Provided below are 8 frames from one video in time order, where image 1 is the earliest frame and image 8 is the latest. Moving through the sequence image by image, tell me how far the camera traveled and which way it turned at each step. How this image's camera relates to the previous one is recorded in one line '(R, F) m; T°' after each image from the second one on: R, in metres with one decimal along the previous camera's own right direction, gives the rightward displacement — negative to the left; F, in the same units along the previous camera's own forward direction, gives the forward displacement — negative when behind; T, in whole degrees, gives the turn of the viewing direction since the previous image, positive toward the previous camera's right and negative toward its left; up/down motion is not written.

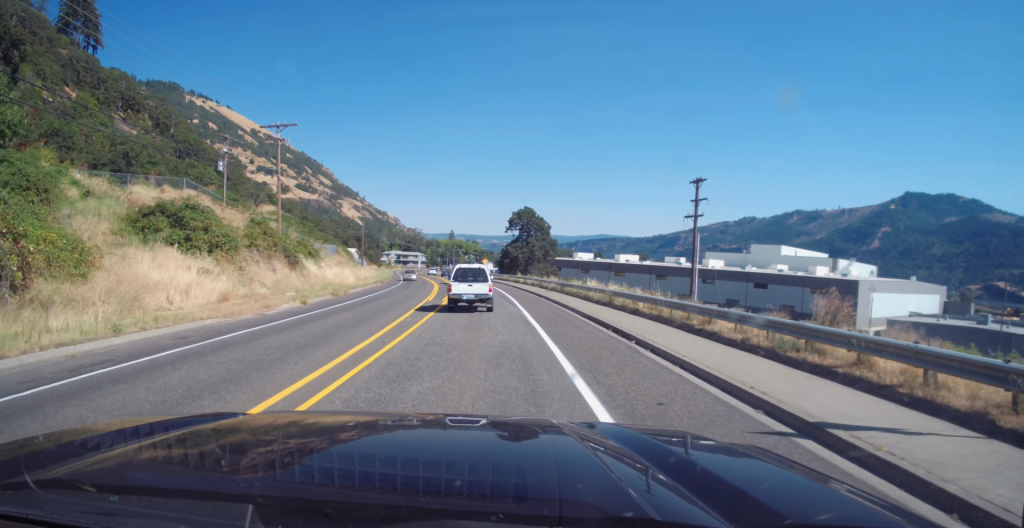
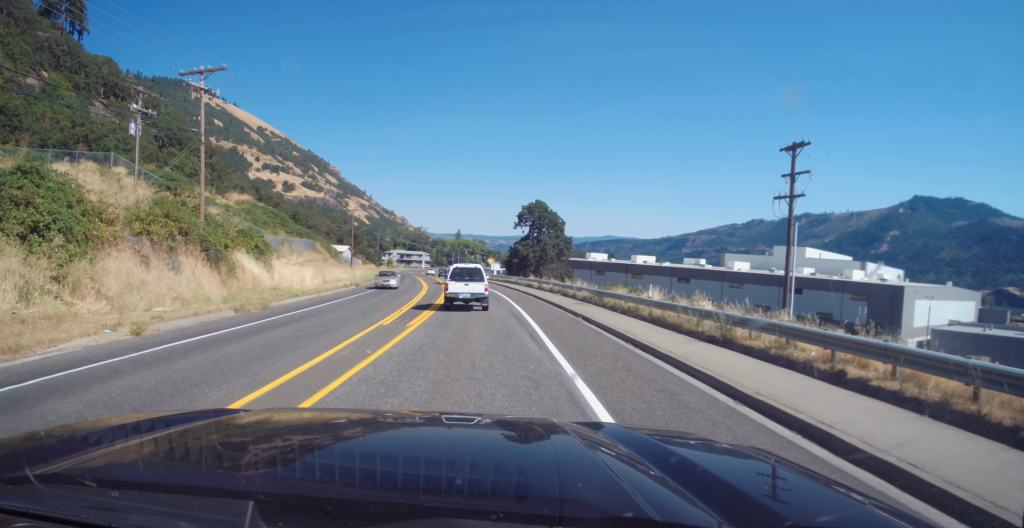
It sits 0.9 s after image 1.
(0.0, +14.4) m; -1°
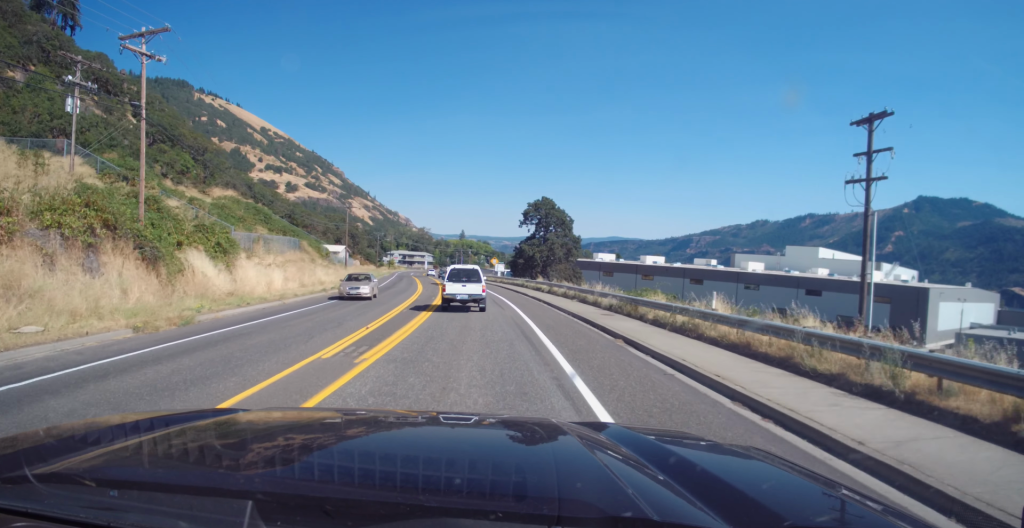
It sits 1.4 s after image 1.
(-0.1, +6.8) m; 0°
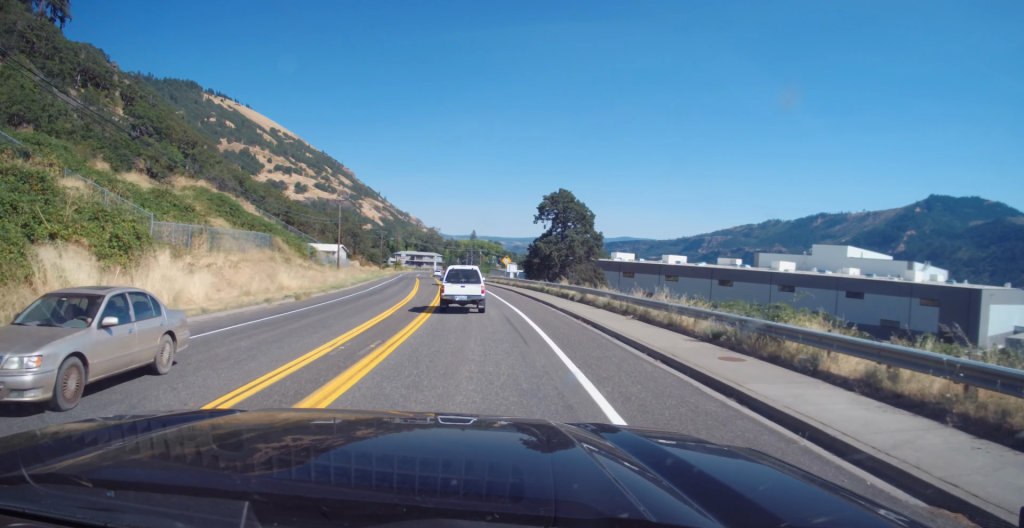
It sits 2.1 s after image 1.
(-0.1, +11.9) m; -1°
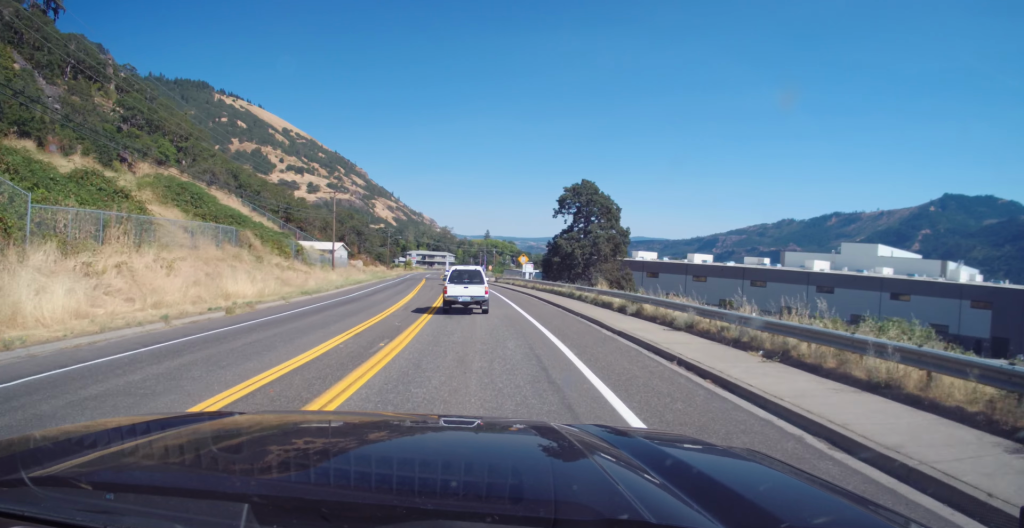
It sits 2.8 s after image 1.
(+0.1, +10.1) m; -2°
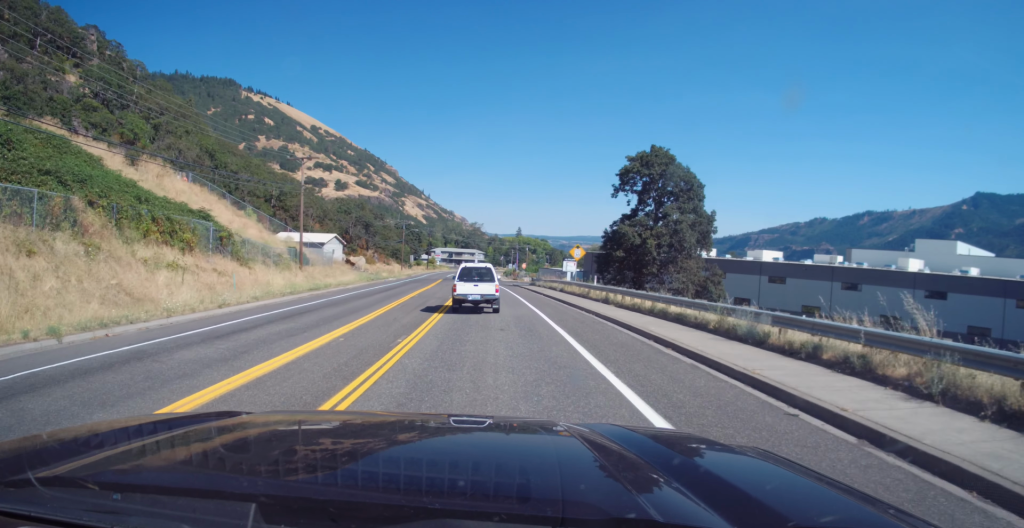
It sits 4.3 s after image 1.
(-1.0, +24.2) m; -3°
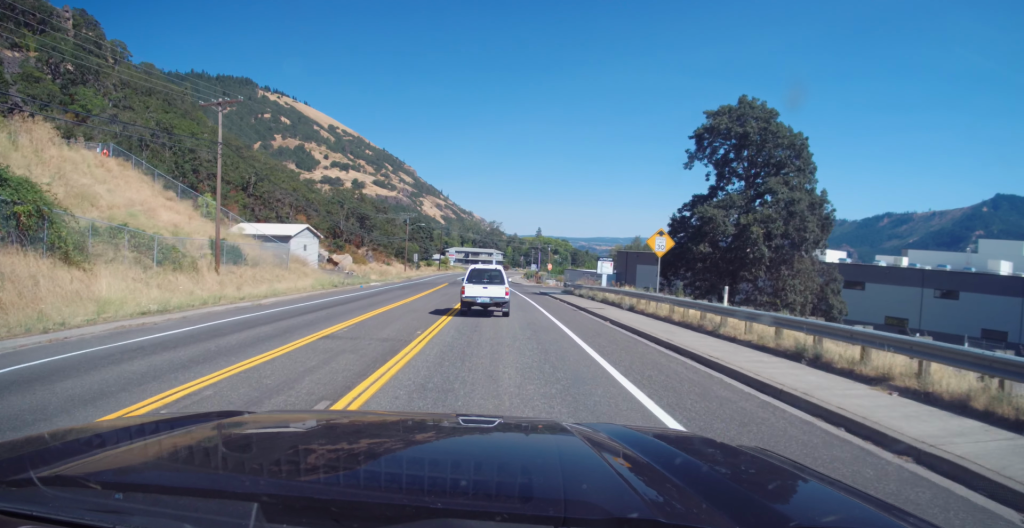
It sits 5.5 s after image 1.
(0.0, +19.9) m; -1°
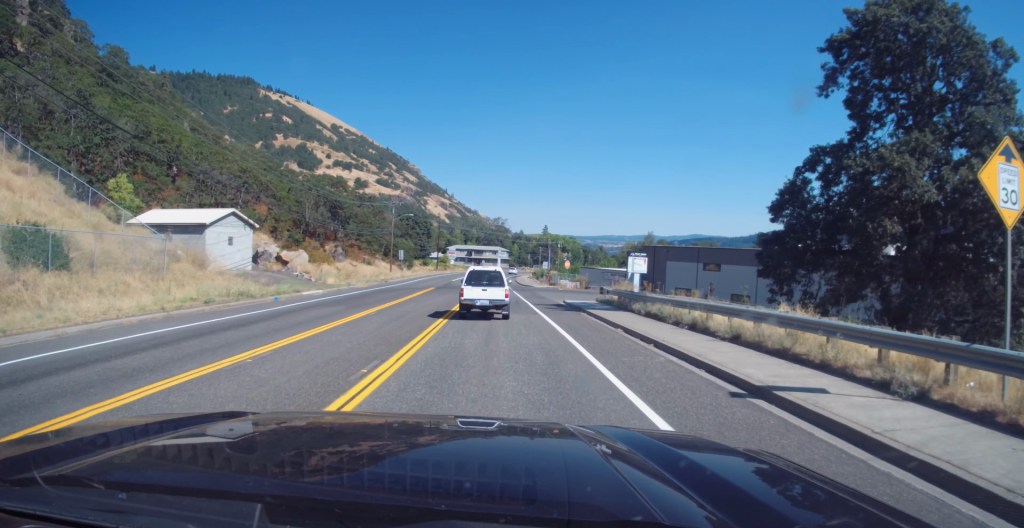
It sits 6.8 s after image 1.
(-0.5, +19.7) m; 0°
